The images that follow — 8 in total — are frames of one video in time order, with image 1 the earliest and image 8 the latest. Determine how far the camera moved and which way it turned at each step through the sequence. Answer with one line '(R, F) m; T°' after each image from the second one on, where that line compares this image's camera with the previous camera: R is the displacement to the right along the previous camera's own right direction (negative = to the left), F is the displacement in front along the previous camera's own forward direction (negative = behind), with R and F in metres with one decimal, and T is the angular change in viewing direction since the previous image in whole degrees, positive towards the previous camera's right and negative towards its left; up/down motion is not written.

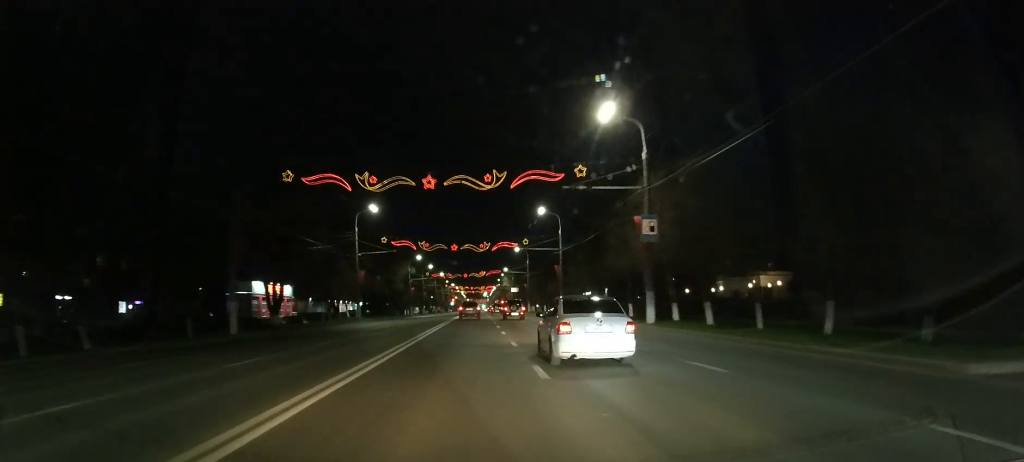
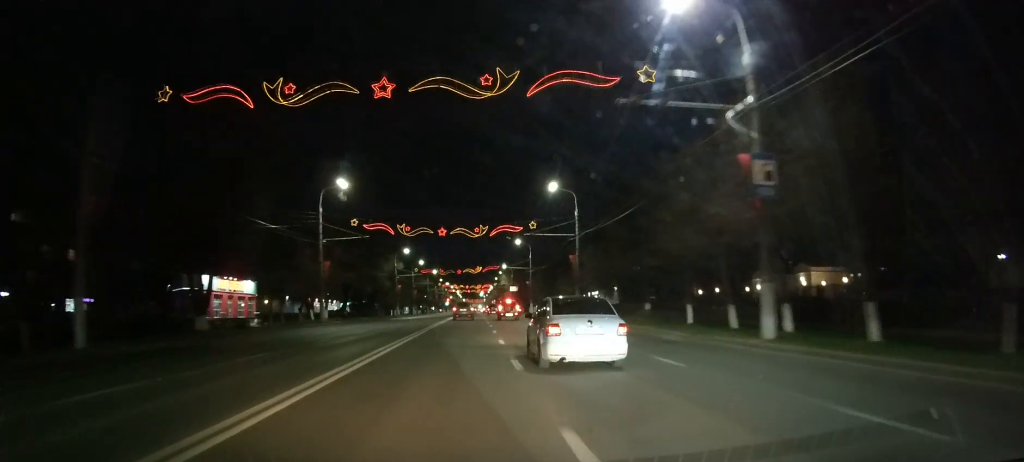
(0.0, +13.8) m; 0°
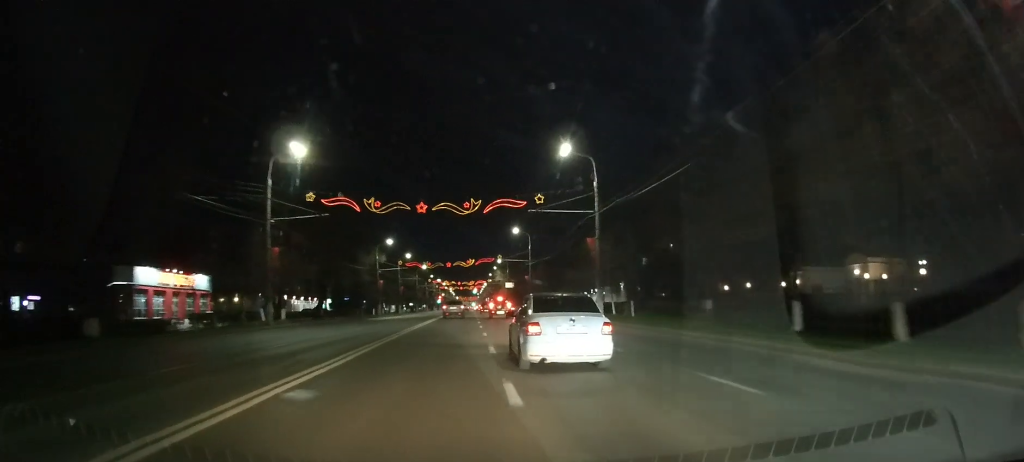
(+0.1, +11.8) m; 0°
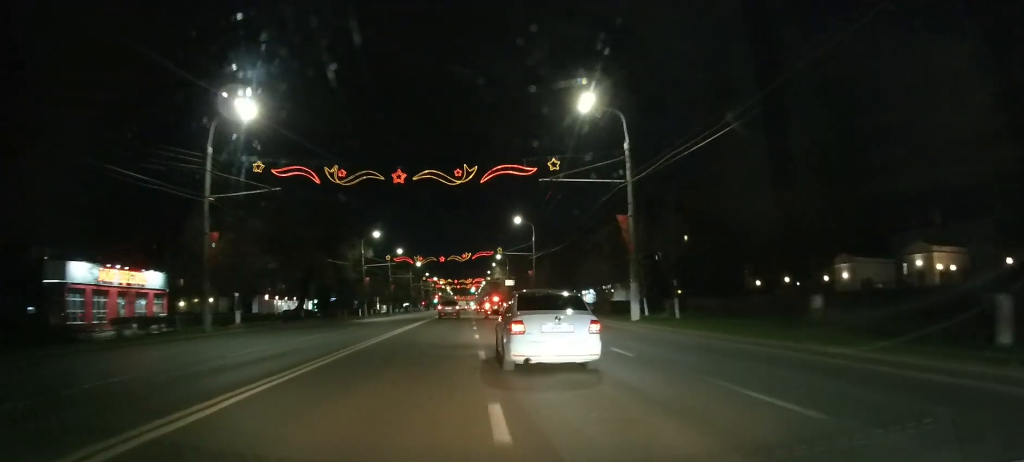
(0.0, +9.6) m; 0°
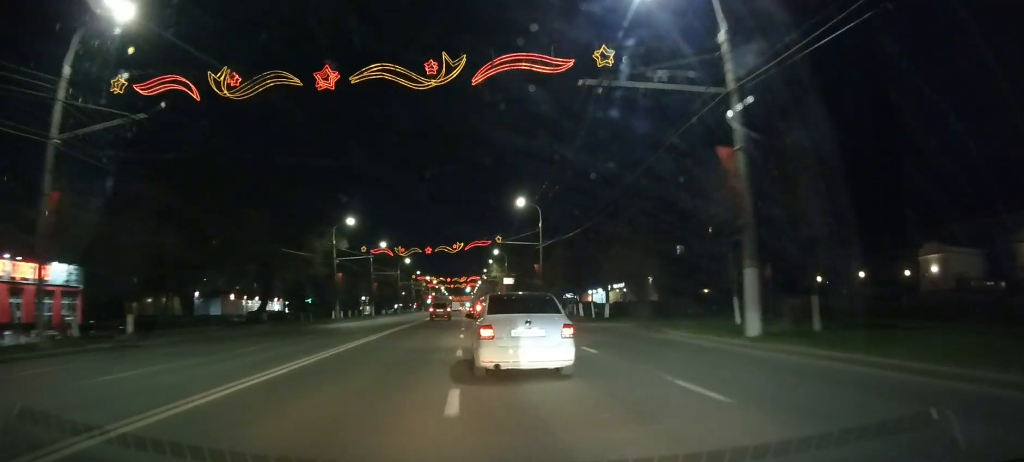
(0.0, +13.9) m; 0°
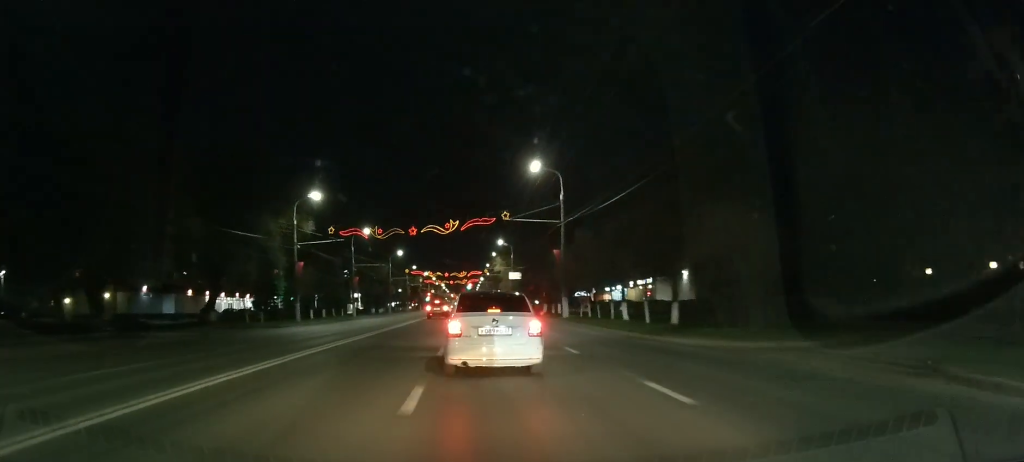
(0.0, +15.5) m; -1°
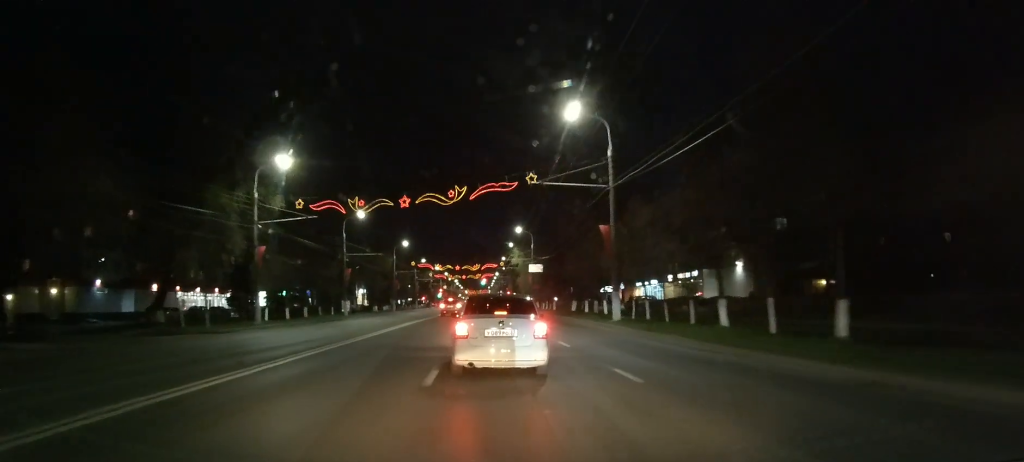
(-0.2, +13.0) m; -1°
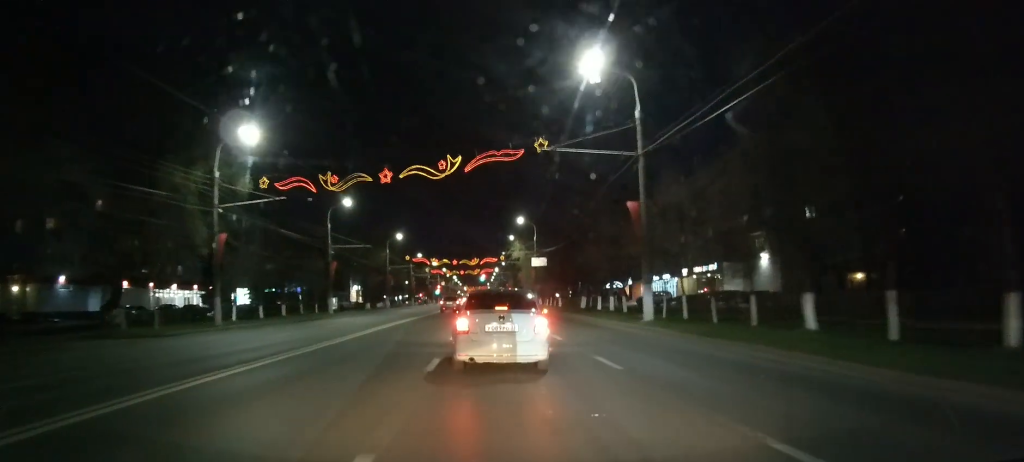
(0.0, +6.4) m; 0°
